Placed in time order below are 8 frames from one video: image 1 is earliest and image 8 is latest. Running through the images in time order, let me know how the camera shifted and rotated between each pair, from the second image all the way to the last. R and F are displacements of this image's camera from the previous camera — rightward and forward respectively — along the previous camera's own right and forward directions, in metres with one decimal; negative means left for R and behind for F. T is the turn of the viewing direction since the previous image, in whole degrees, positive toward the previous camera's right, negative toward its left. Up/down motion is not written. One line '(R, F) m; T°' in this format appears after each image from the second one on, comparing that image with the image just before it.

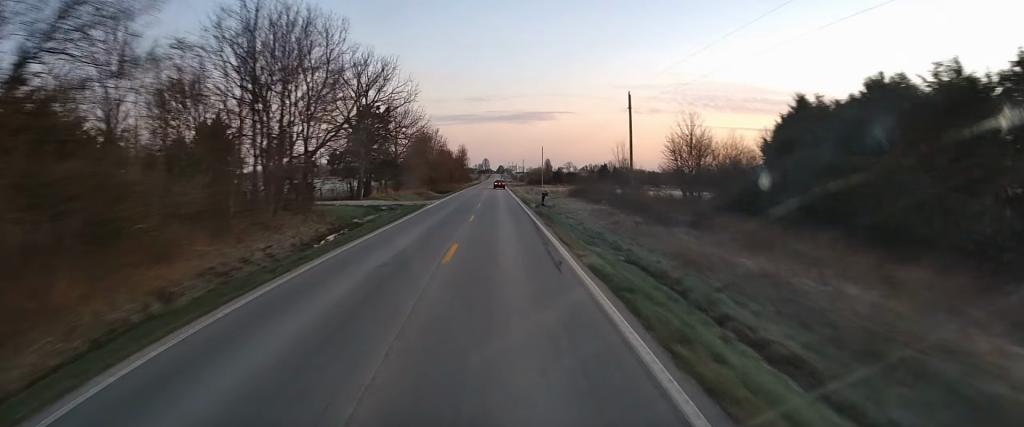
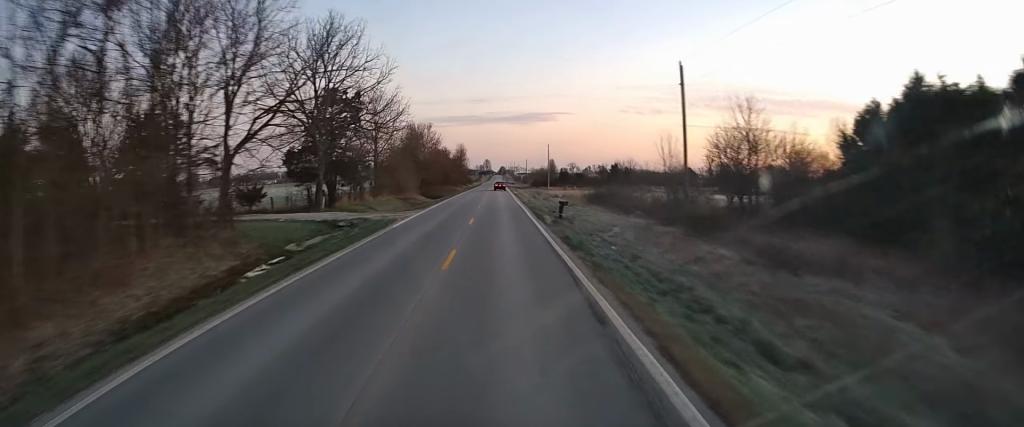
(+0.4, +13.1) m; +1°
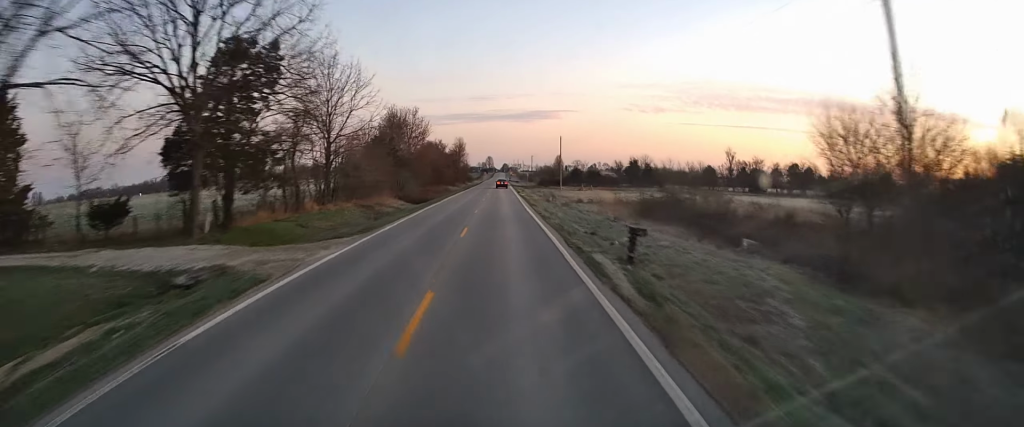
(-0.3, +18.6) m; -1°
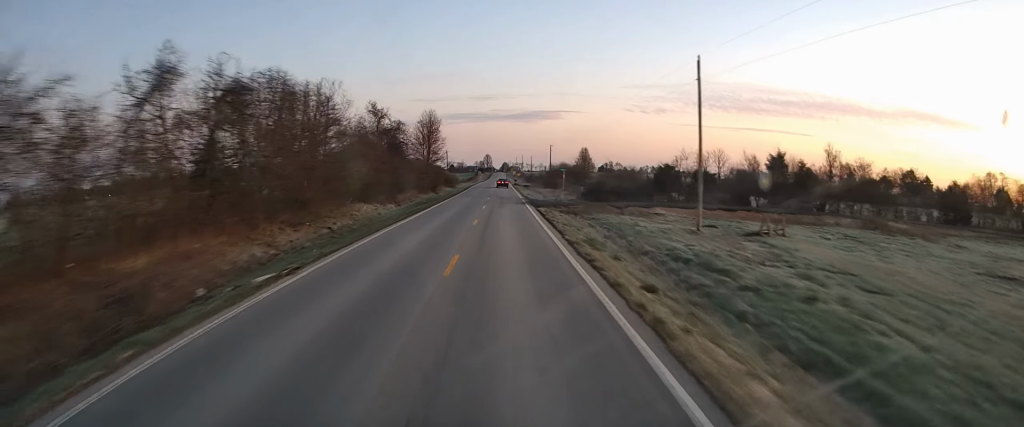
(-0.5, +69.8) m; 0°
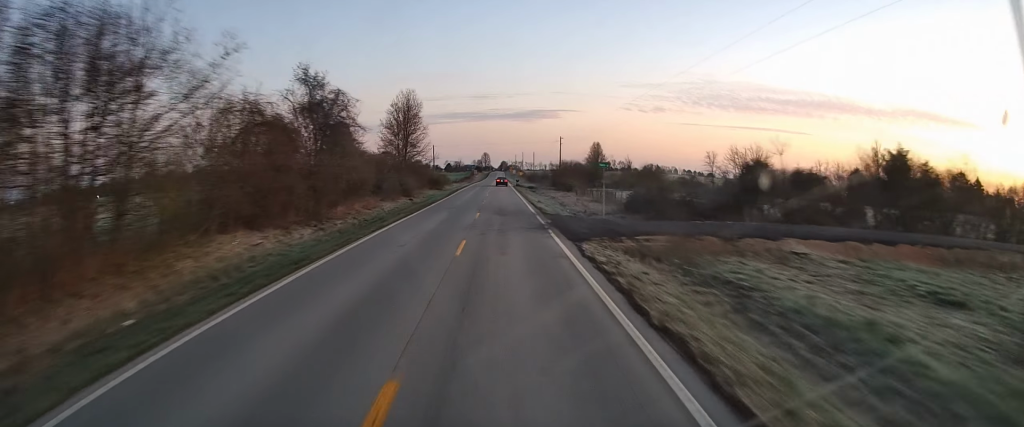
(0.0, +21.8) m; -1°
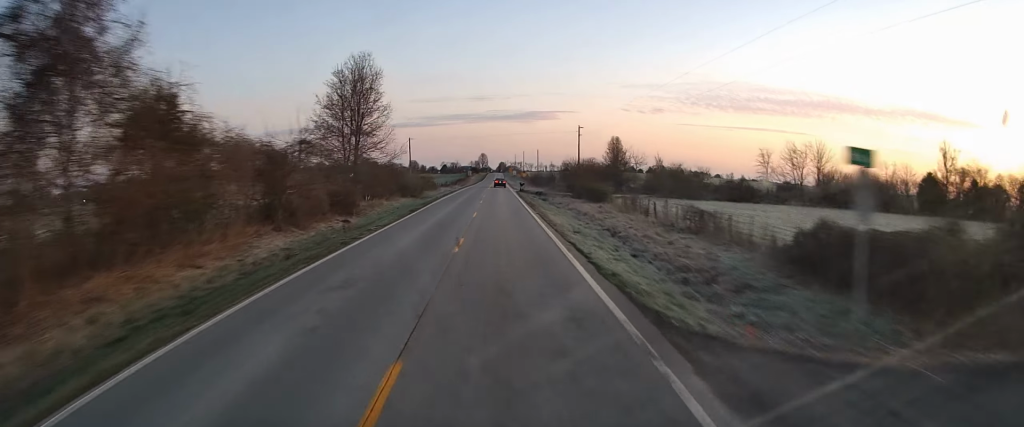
(-0.4, +24.4) m; 0°
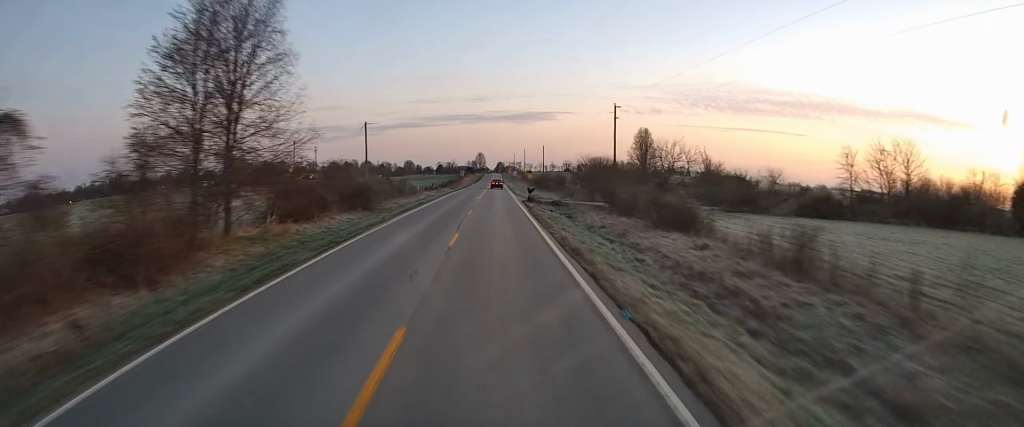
(+0.4, +23.5) m; +1°
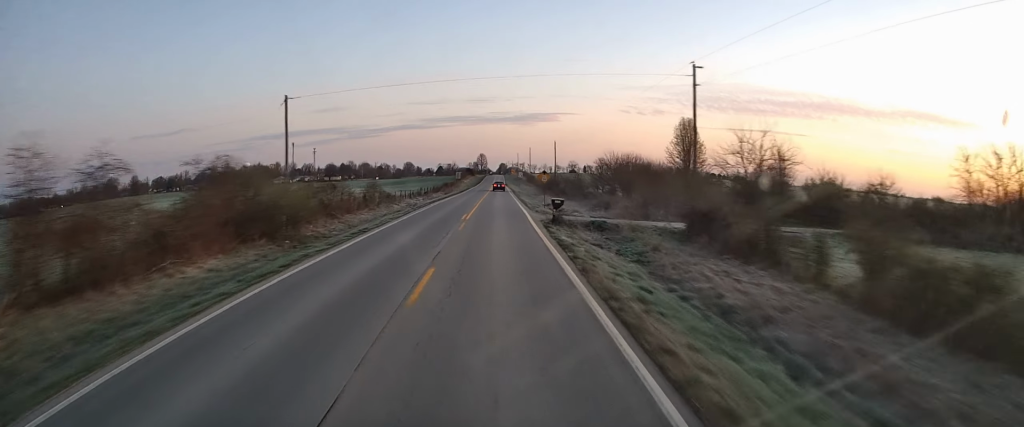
(+0.1, +19.9) m; 0°
